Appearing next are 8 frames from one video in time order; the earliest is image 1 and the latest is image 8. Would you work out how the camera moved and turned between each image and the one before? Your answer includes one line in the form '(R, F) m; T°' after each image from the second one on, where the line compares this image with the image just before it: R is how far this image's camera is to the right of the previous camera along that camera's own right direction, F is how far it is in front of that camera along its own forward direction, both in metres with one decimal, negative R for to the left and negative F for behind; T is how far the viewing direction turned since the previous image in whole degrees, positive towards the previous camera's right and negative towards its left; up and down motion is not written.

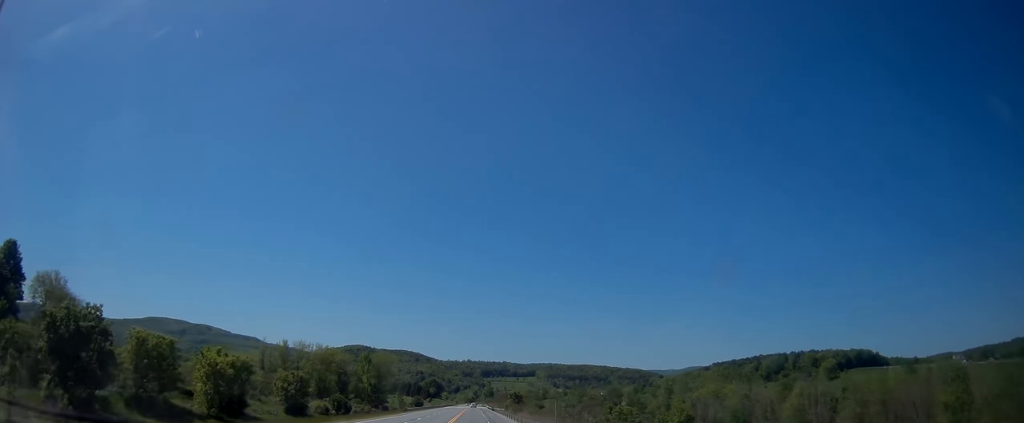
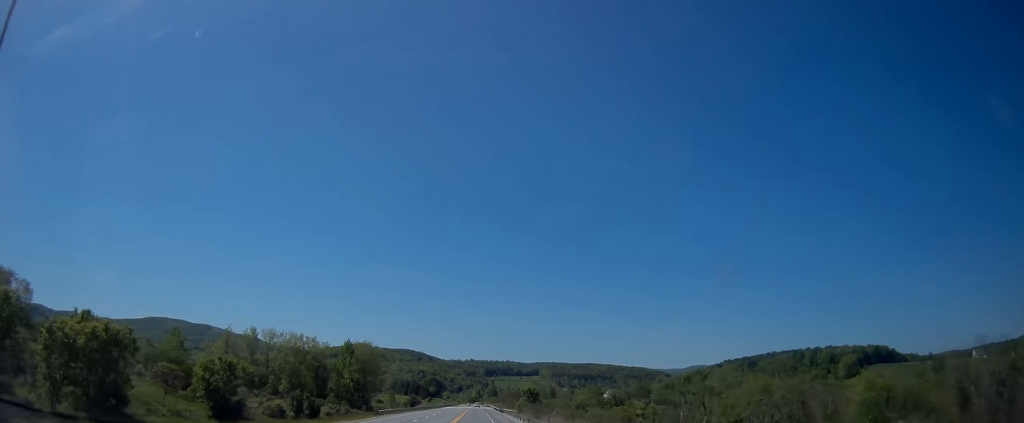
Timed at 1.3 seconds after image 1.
(0.0, +31.8) m; 0°
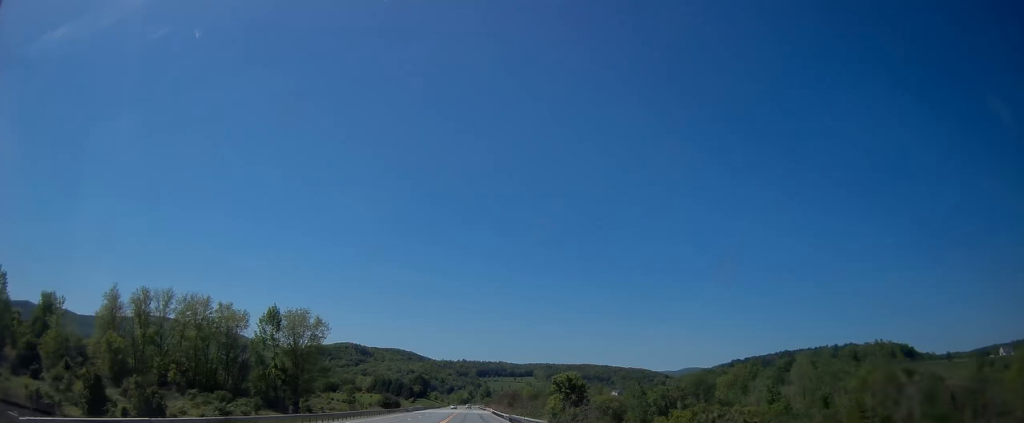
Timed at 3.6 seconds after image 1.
(+0.1, +56.2) m; 0°
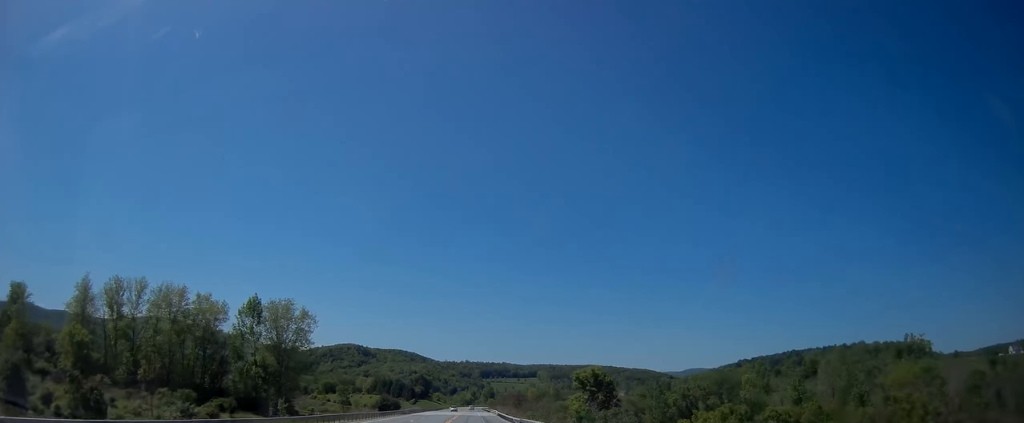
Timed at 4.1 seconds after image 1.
(0.0, +11.4) m; 0°
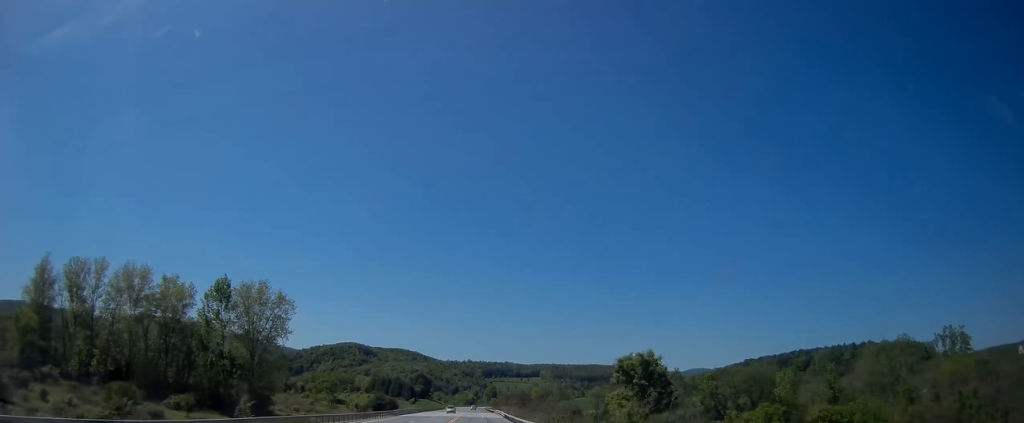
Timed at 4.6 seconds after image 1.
(0.0, +13.9) m; 0°
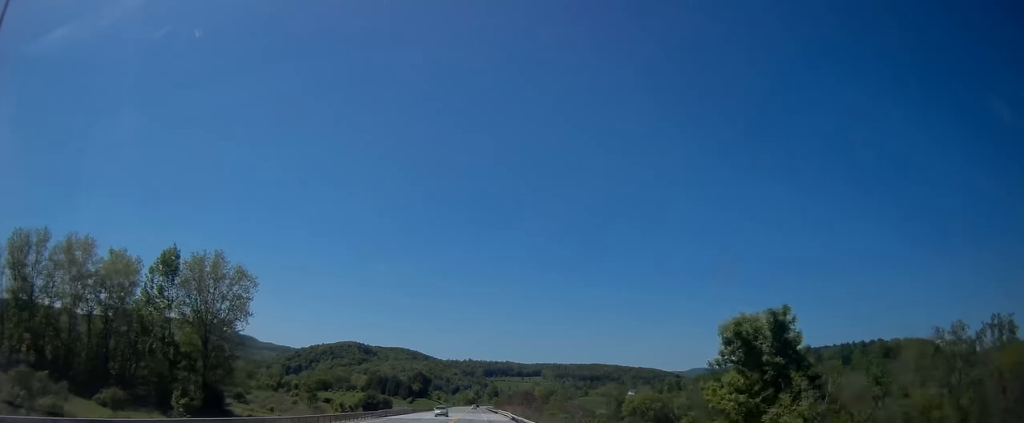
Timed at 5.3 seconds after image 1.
(+0.1, +16.3) m; 0°
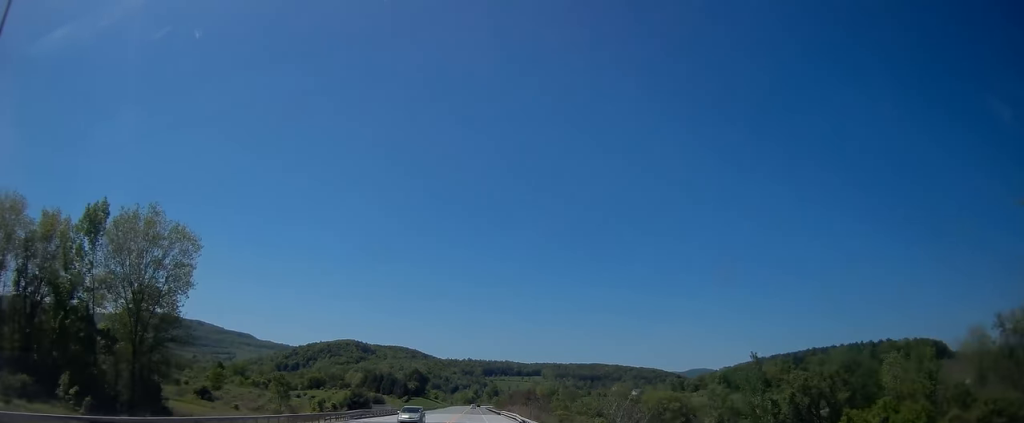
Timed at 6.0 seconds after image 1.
(+0.2, +16.3) m; 0°
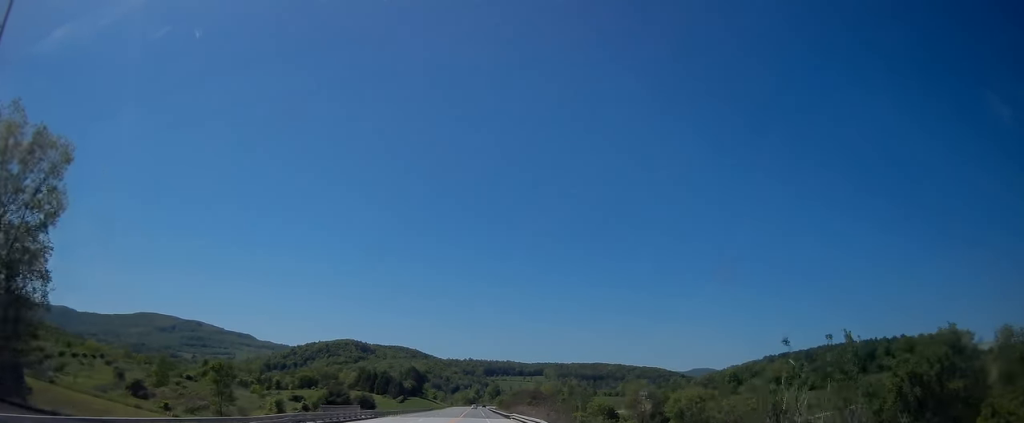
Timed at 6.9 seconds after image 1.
(-0.2, +22.8) m; -1°
